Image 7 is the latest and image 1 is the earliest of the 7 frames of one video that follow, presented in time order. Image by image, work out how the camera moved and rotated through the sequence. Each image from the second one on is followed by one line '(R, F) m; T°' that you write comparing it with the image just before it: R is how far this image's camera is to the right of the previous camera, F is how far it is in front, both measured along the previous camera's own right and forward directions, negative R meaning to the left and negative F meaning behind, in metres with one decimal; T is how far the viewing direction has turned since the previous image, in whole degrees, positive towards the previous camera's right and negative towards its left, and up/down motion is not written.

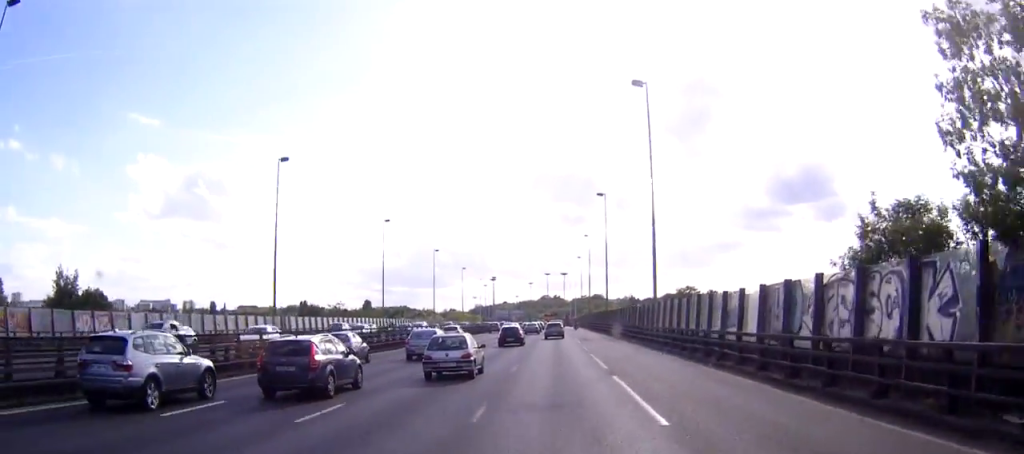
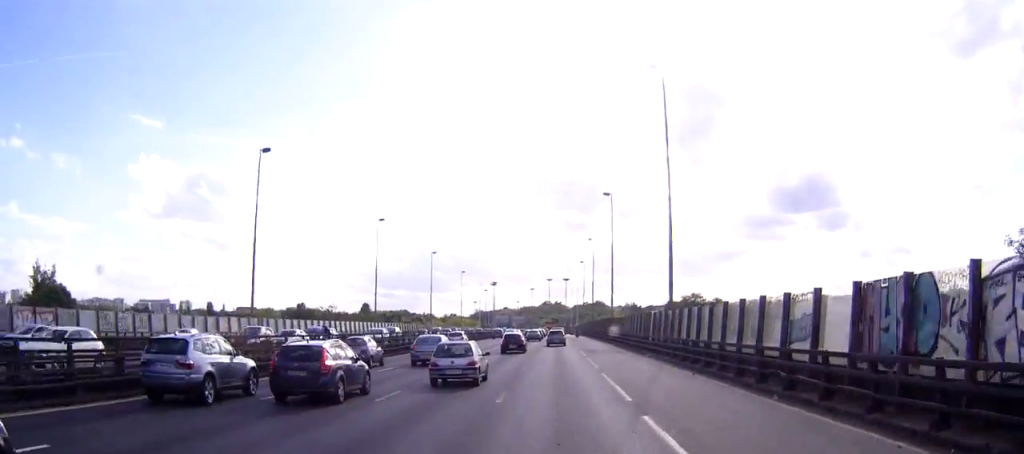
(0.0, +7.3) m; 0°
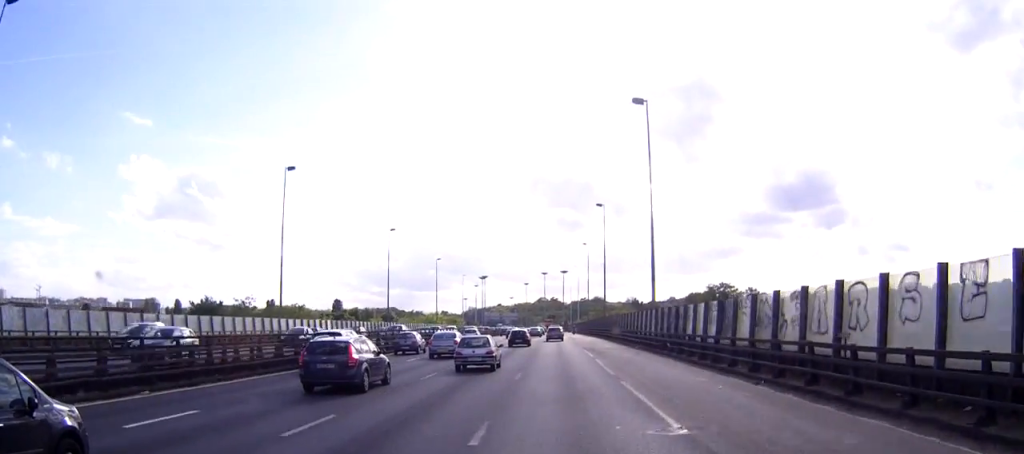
(+0.2, +46.3) m; 0°
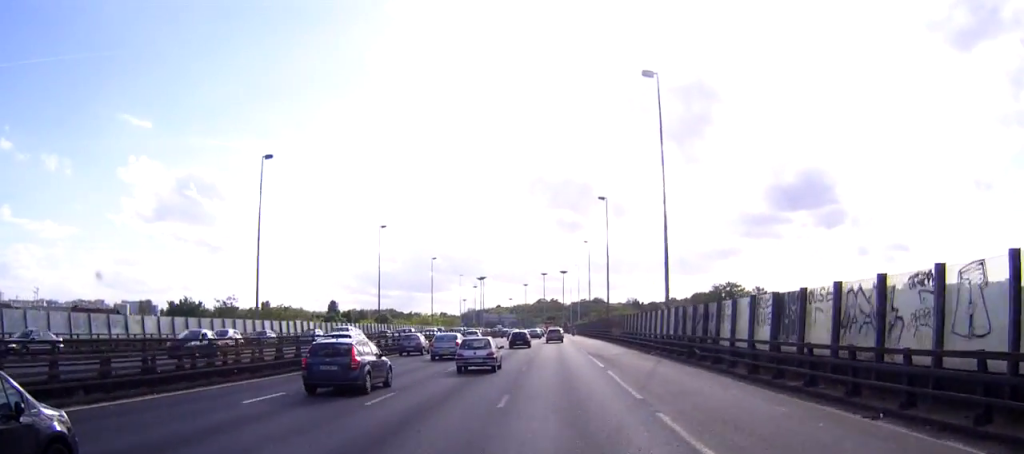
(0.0, +7.4) m; 0°
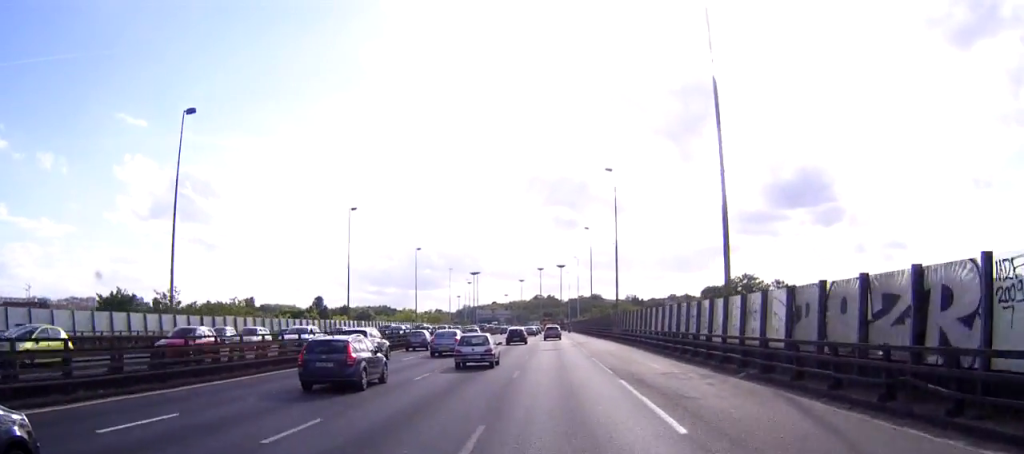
(0.0, +19.3) m; +1°
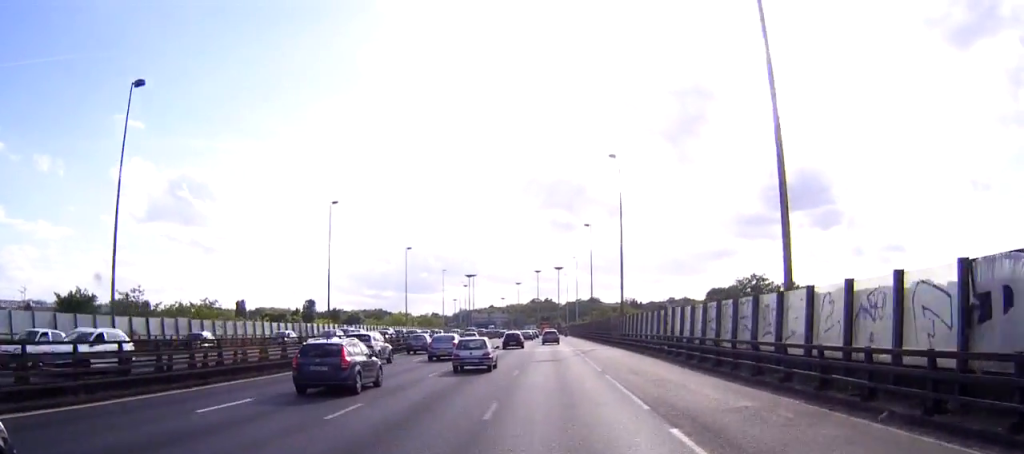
(0.0, +9.4) m; 0°
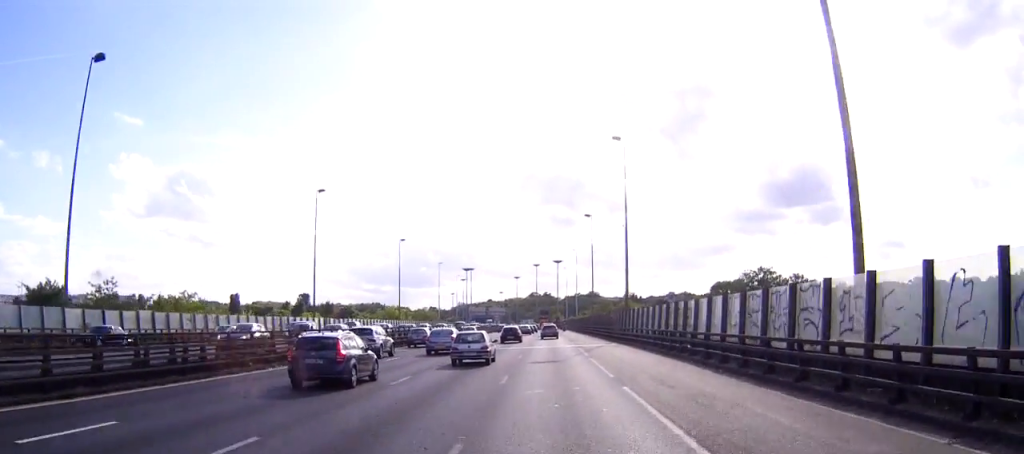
(0.0, +6.3) m; 0°
